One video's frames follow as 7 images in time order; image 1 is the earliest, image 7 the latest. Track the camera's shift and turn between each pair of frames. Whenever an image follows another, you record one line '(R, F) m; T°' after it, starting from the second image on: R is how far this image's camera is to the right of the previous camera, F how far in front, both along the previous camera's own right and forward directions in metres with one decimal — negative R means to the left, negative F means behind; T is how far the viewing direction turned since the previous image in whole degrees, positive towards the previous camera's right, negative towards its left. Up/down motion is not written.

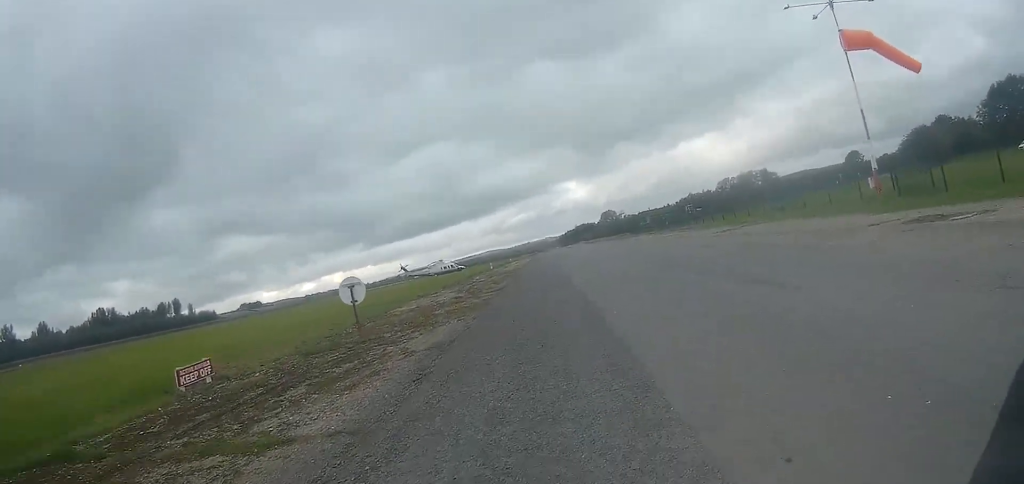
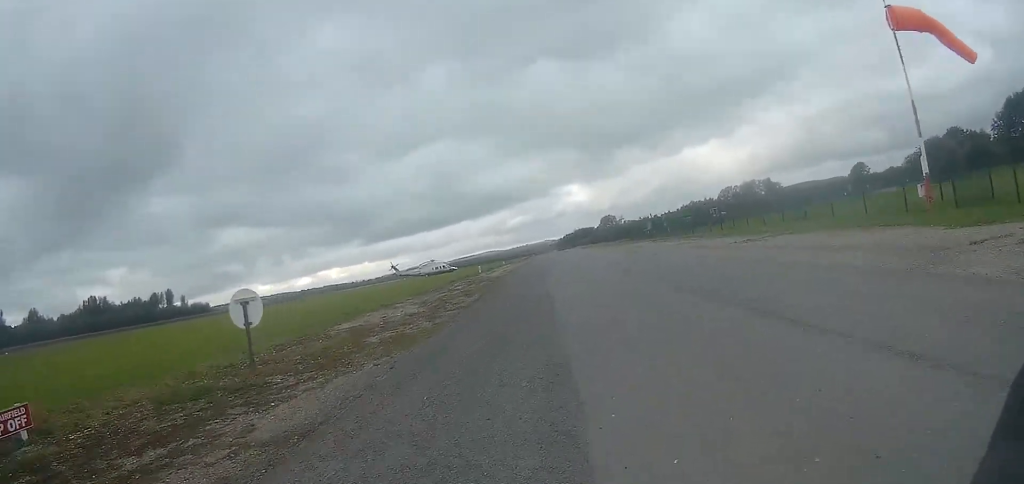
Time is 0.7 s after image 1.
(+0.2, +4.4) m; +2°
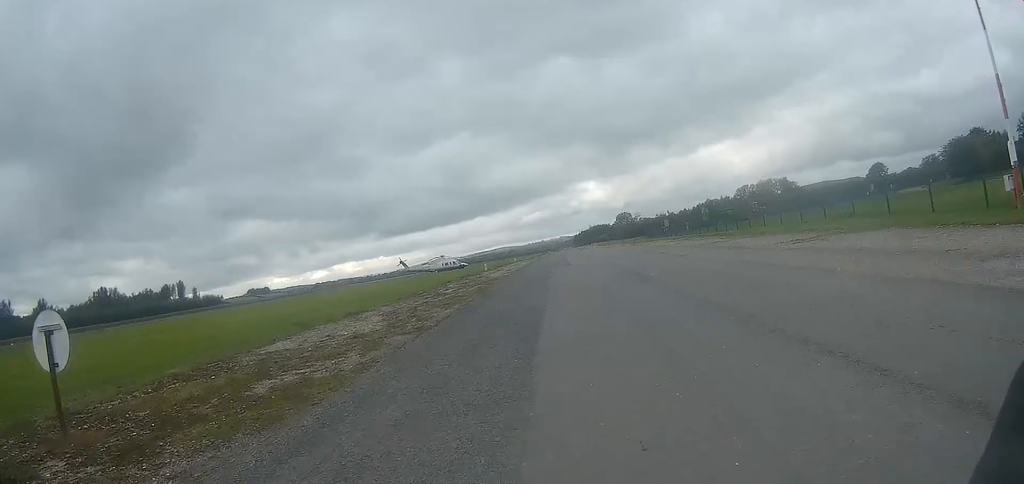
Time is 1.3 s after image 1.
(0.0, +4.7) m; 0°
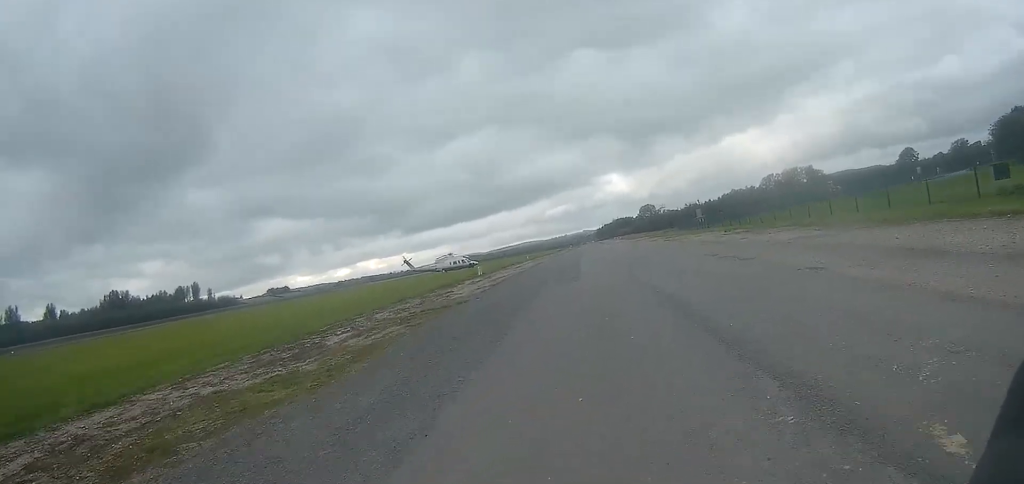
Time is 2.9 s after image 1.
(-0.5, +11.9) m; -5°
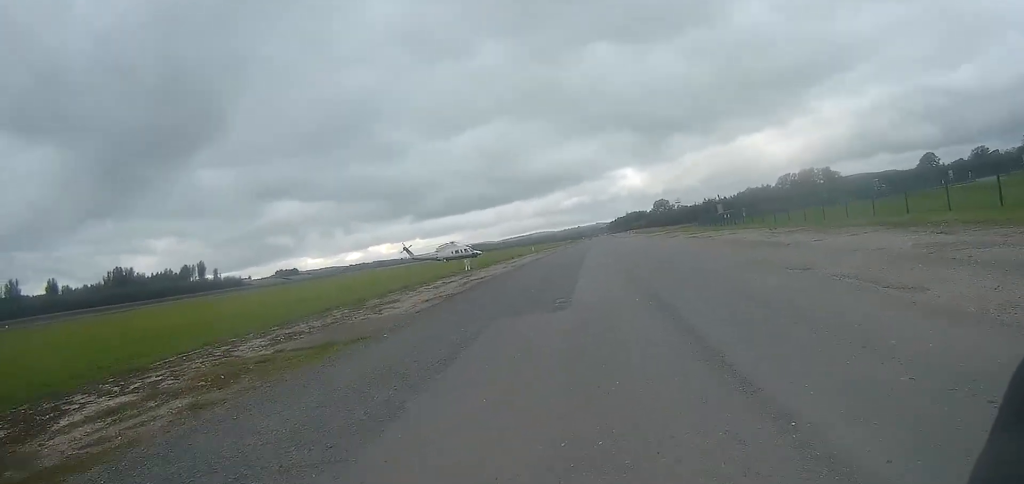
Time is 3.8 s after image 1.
(-0.2, +6.9) m; -2°
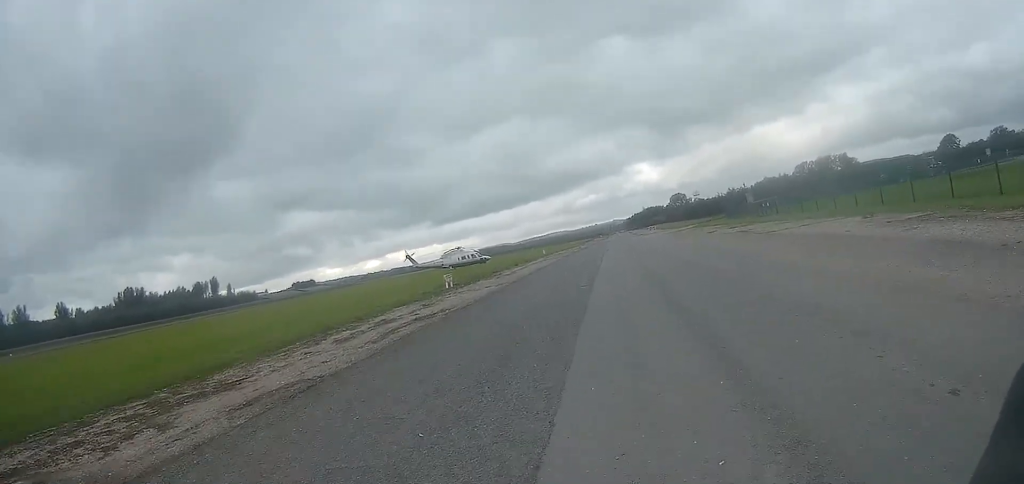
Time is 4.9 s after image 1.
(-0.1, +8.4) m; 0°
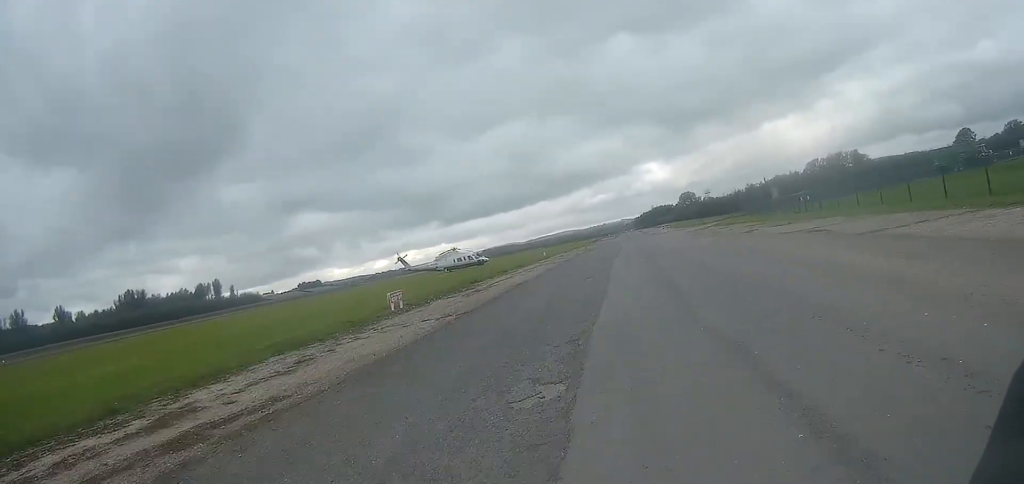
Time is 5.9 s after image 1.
(+0.1, +7.8) m; +1°
